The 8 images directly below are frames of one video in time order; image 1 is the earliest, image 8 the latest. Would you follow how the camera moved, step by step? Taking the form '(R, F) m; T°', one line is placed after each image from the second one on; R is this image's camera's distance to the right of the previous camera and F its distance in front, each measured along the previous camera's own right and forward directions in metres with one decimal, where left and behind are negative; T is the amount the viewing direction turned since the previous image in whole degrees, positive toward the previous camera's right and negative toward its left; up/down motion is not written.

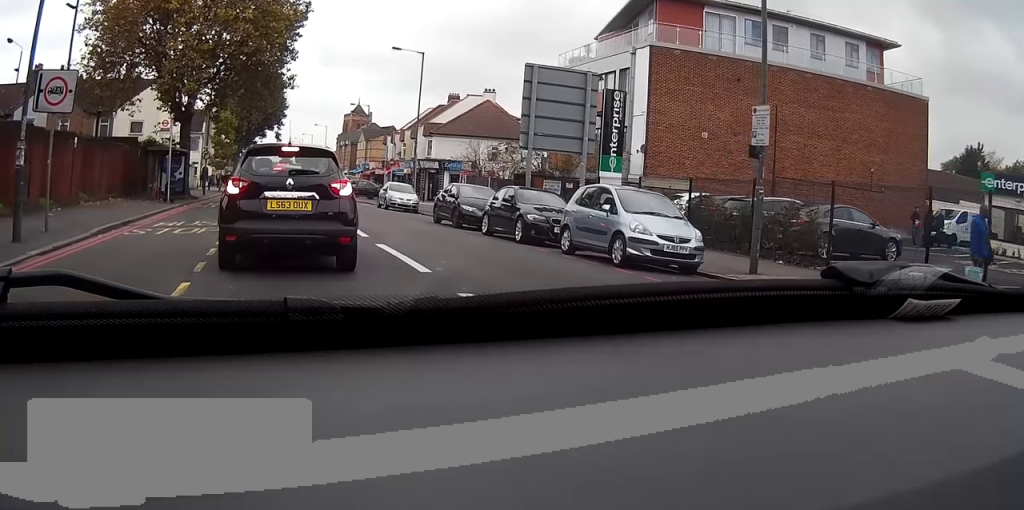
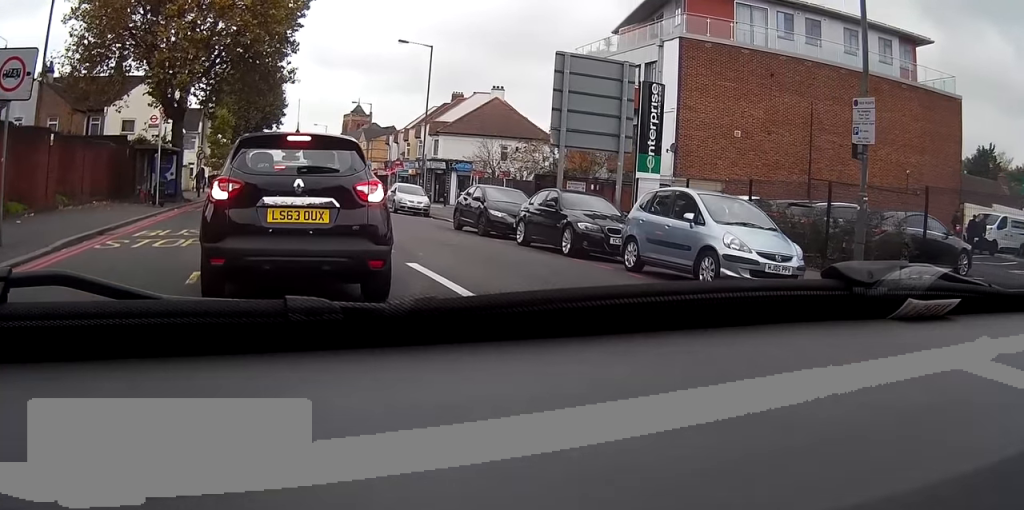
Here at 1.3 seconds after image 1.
(-0.2, +2.7) m; -4°
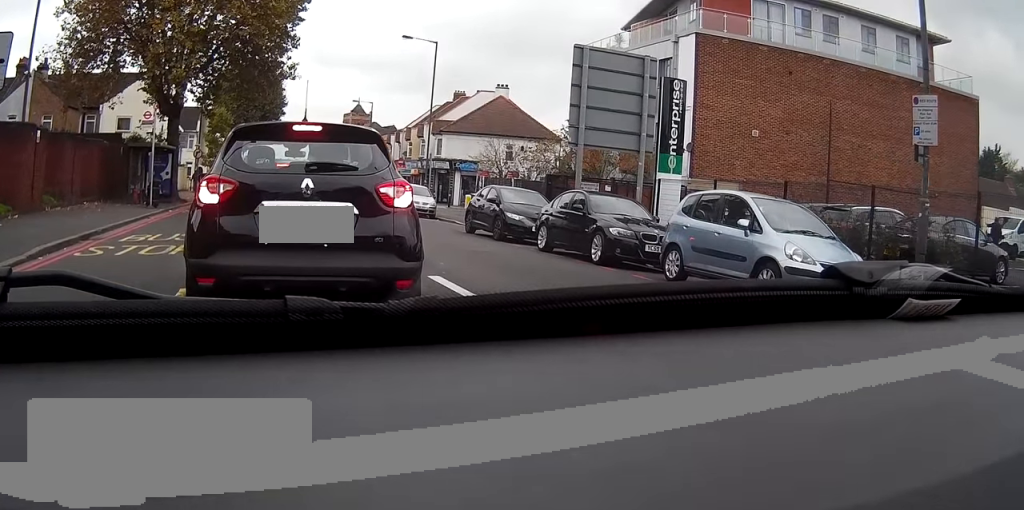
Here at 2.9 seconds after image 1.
(+0.2, +1.5) m; 0°
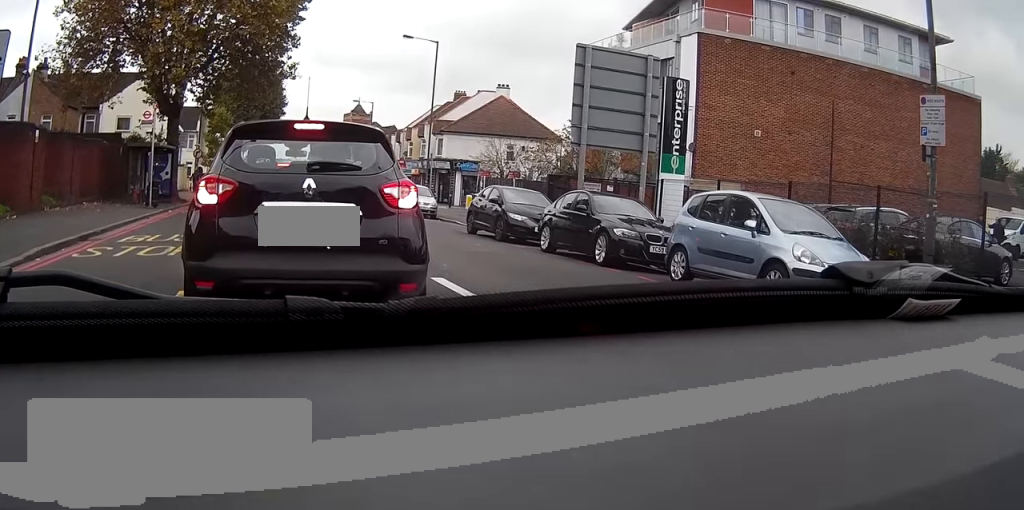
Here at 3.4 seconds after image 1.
(+0.1, +0.2) m; 0°
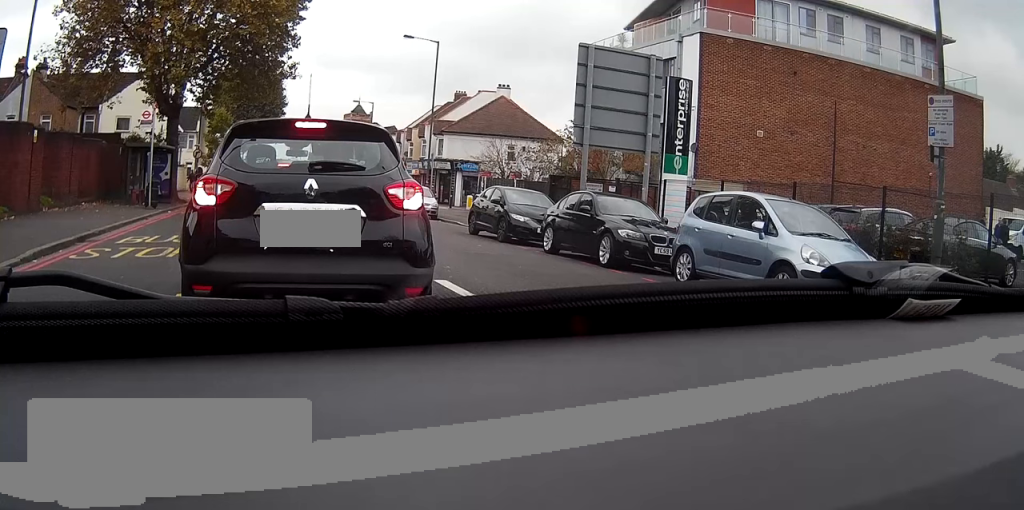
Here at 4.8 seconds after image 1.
(+0.1, +0.2) m; 0°
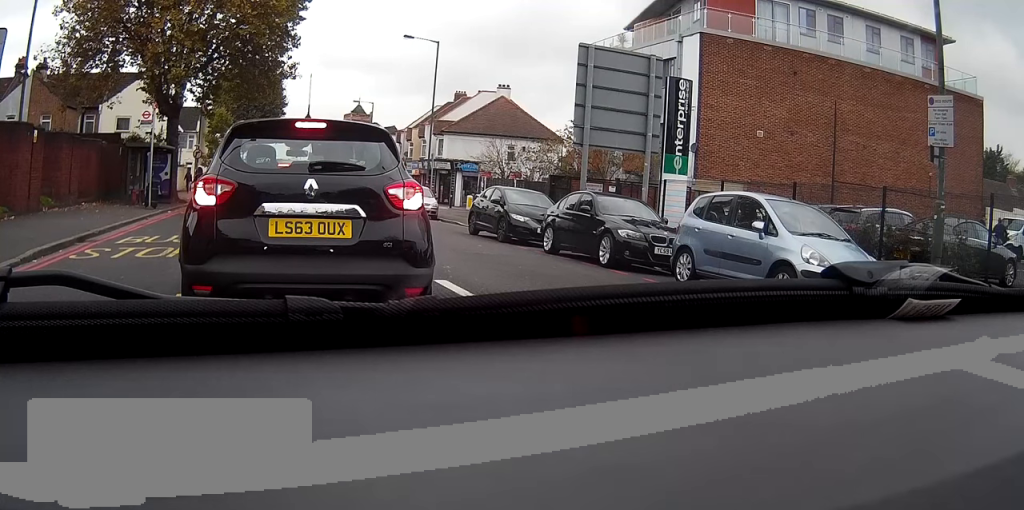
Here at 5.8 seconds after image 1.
(0.0, 0.0) m; 0°
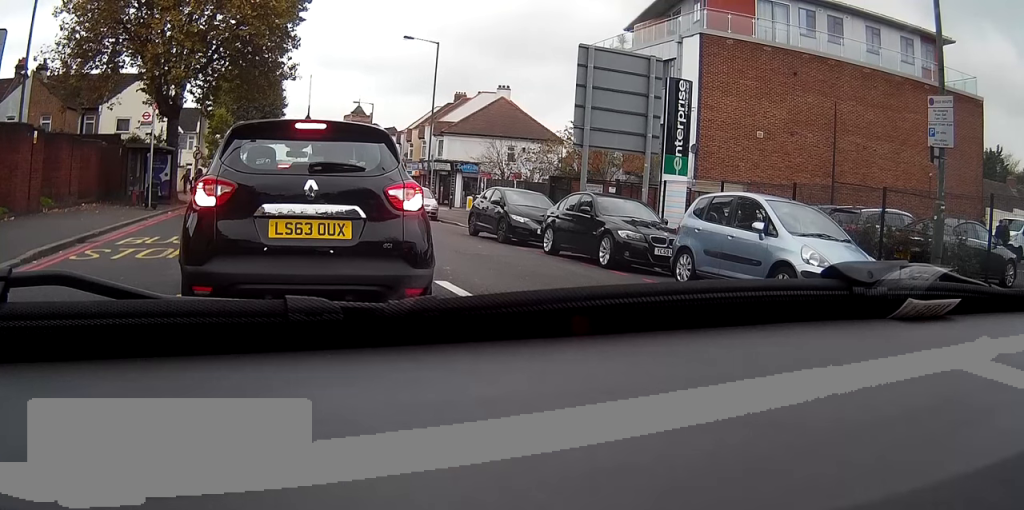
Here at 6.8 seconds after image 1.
(0.0, 0.0) m; 0°
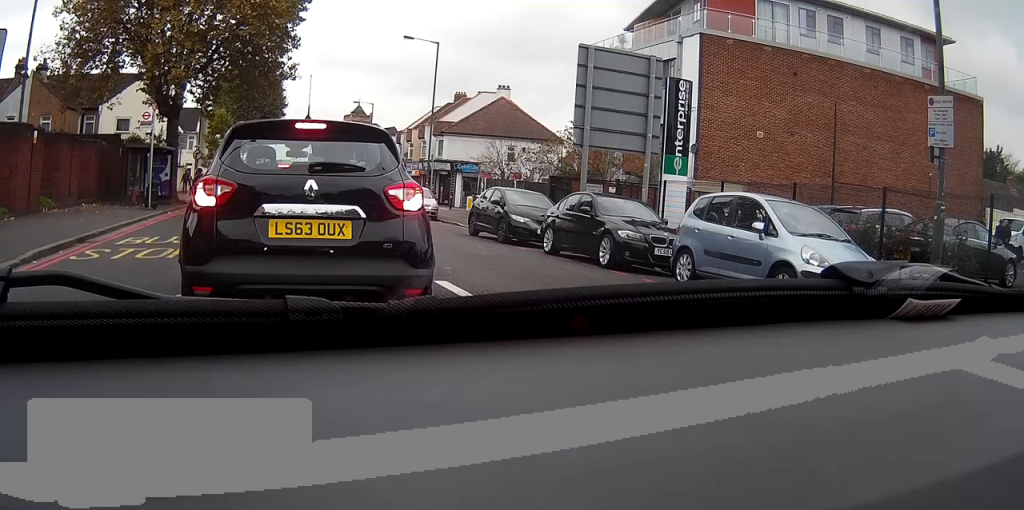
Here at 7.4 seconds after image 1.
(0.0, 0.0) m; 0°
